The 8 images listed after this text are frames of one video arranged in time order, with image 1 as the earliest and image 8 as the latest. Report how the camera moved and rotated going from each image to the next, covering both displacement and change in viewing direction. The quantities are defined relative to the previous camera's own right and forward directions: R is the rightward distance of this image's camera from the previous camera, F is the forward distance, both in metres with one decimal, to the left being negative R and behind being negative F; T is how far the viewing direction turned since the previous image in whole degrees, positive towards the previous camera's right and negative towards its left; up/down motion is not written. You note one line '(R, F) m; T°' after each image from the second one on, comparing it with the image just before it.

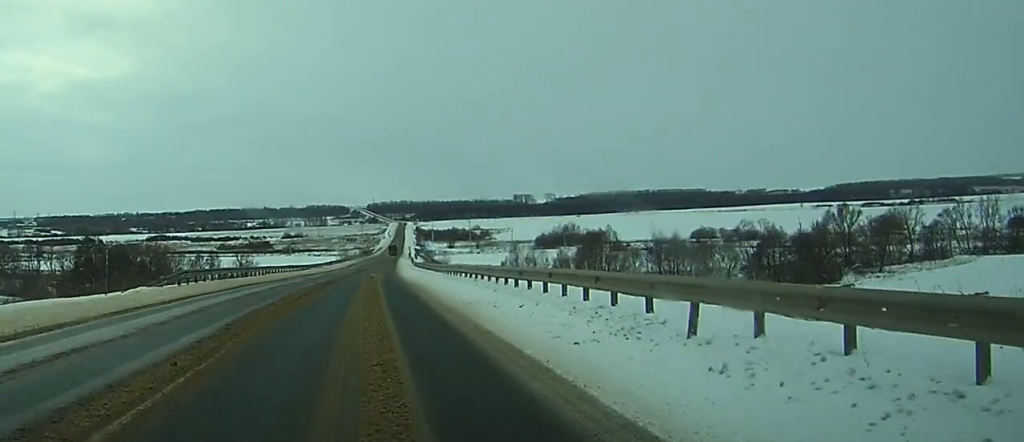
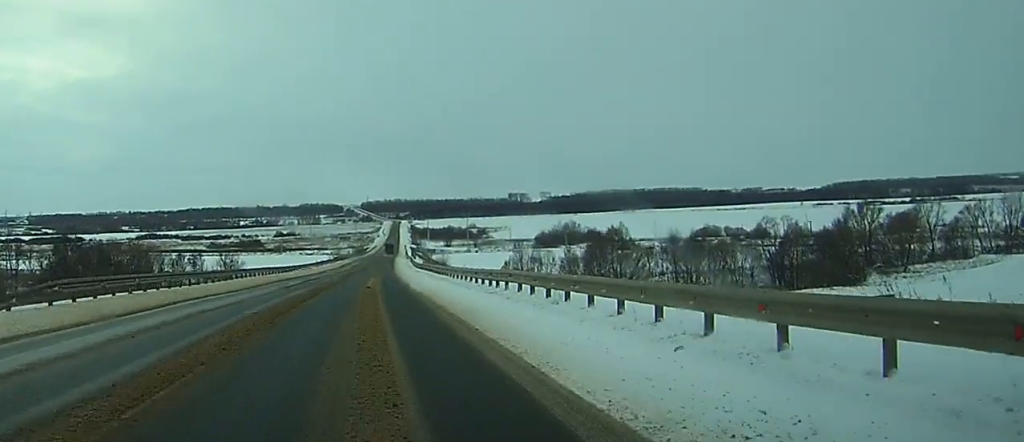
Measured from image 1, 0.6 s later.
(0.0, +15.2) m; 0°
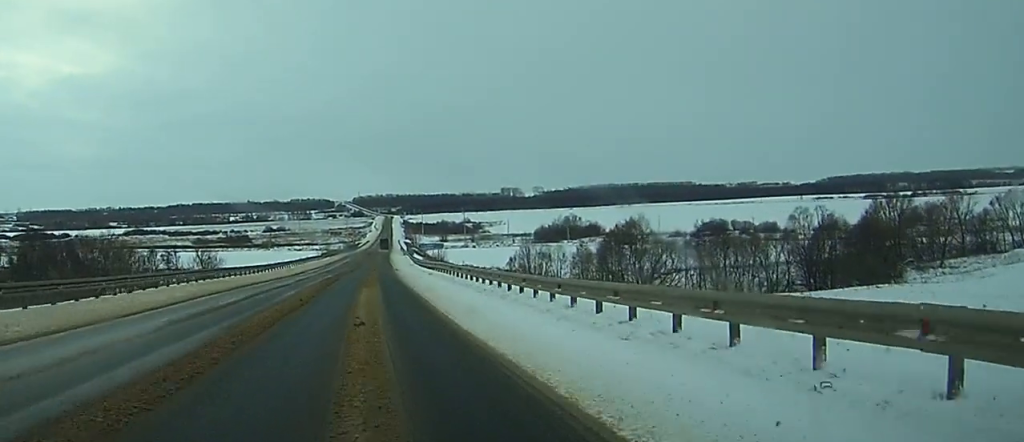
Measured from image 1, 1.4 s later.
(+0.1, +19.4) m; 0°
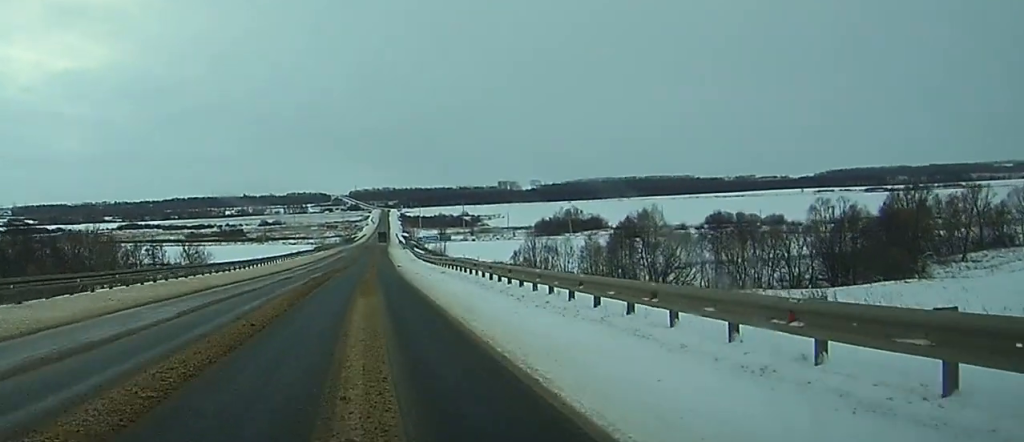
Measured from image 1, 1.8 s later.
(0.0, +10.1) m; 0°
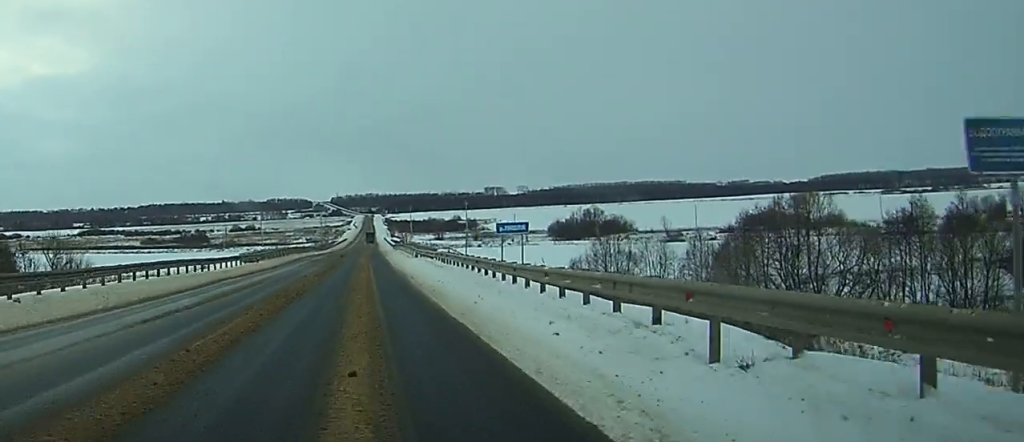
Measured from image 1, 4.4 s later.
(+0.4, +65.8) m; +1°
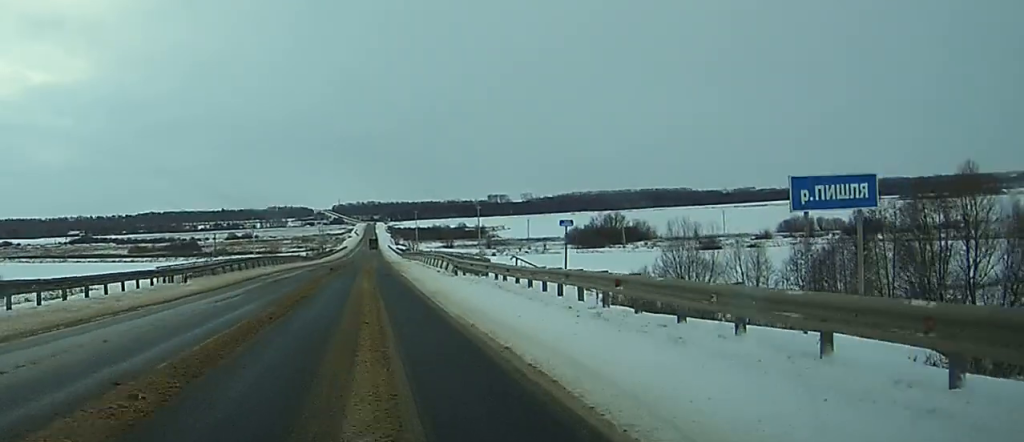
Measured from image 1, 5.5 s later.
(+0.2, +28.1) m; 0°
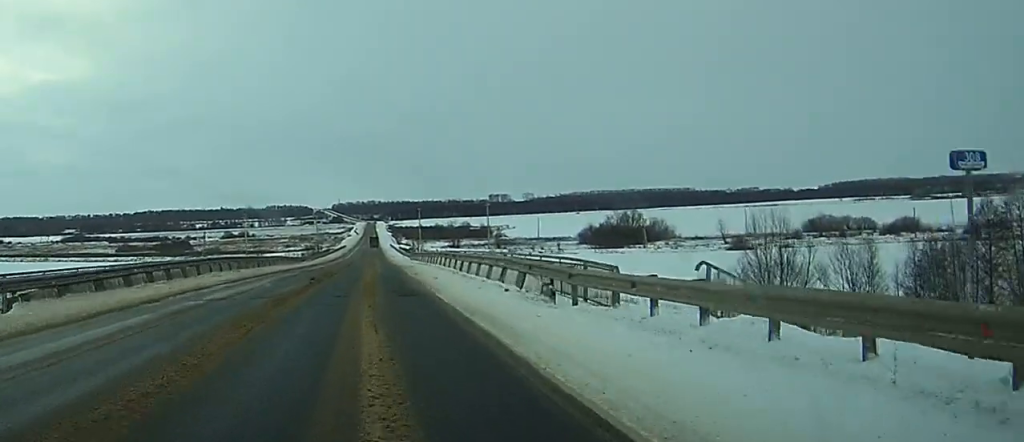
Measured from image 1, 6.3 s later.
(0.0, +20.5) m; 0°
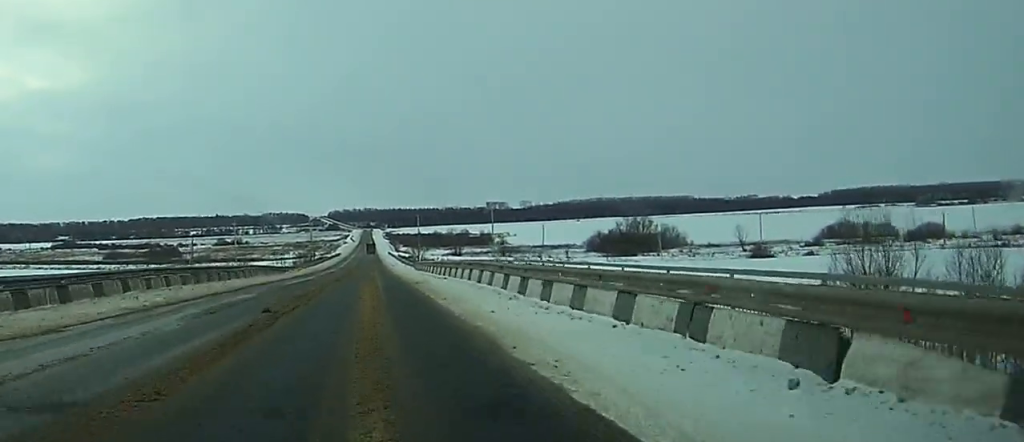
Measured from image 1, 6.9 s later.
(0.0, +15.5) m; 0°
